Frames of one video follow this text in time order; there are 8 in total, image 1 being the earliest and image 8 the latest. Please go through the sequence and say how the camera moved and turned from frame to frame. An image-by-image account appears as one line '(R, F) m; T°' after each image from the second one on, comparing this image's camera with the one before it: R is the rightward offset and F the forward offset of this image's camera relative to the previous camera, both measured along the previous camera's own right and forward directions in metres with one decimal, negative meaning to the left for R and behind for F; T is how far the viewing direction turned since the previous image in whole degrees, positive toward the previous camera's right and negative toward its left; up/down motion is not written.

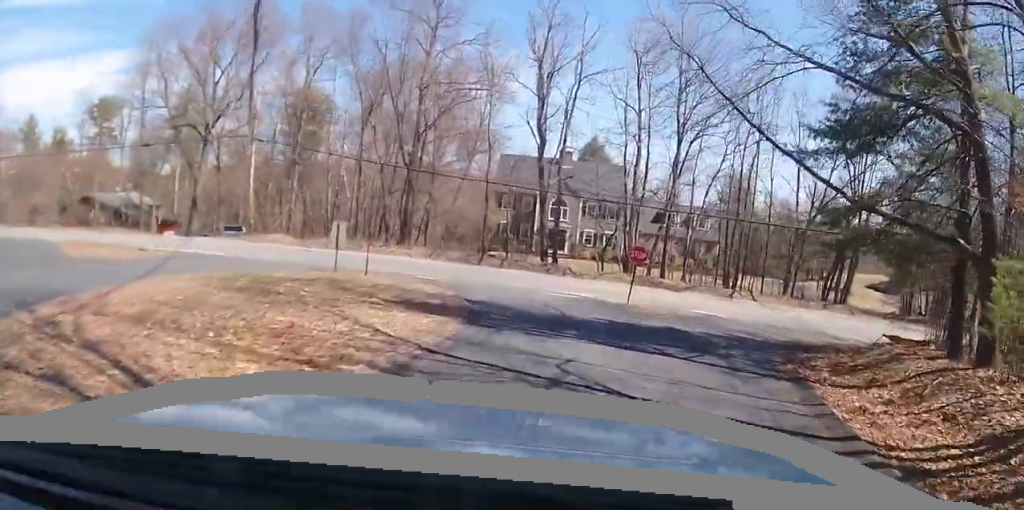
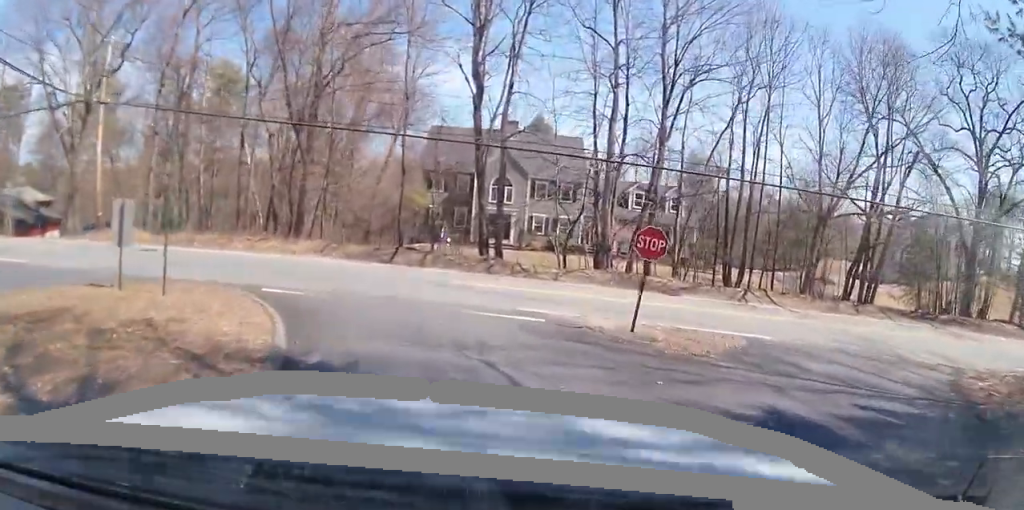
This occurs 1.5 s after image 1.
(+0.4, +11.0) m; 0°
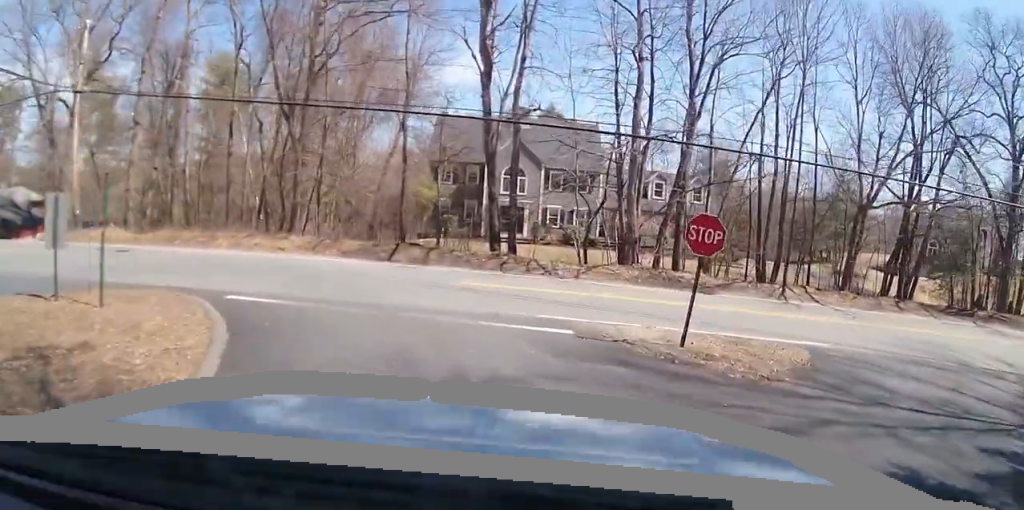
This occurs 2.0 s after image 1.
(-0.1, +3.0) m; -1°
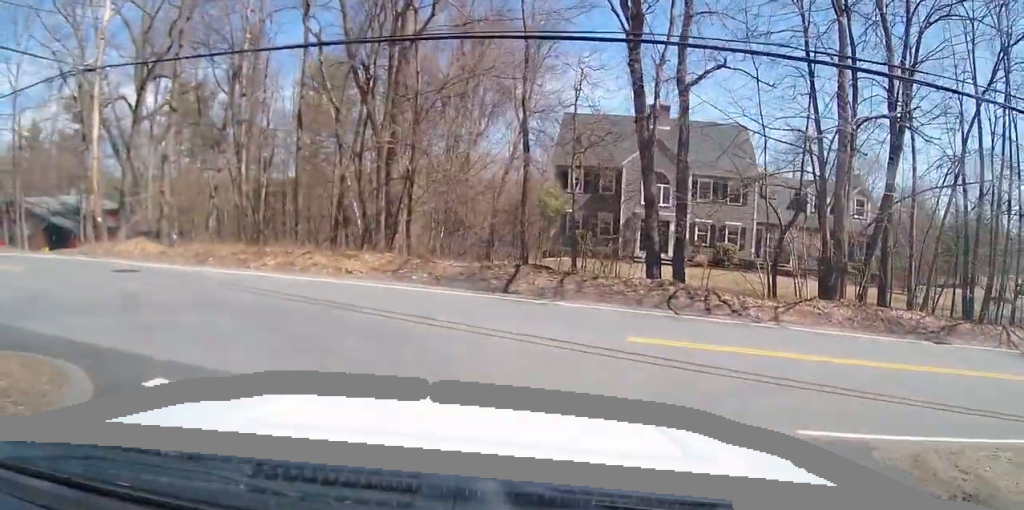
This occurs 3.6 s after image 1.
(-0.2, +8.6) m; -17°
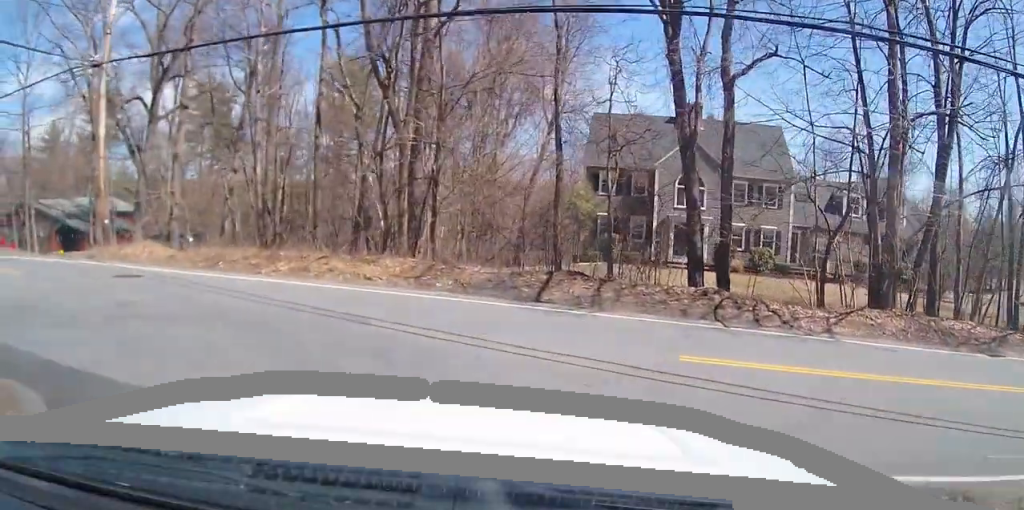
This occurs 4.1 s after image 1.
(-0.6, +2.2) m; -10°
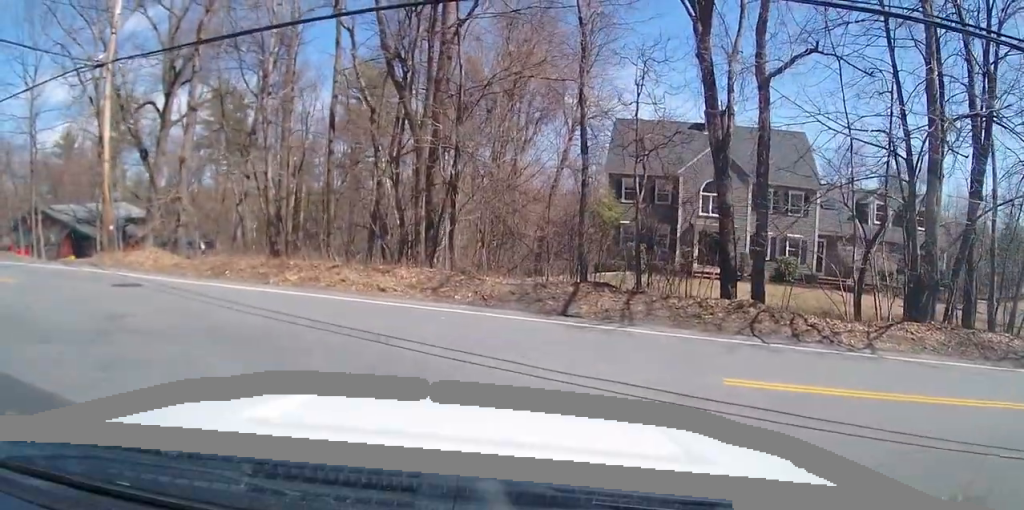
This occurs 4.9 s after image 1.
(-0.6, +3.1) m; -11°
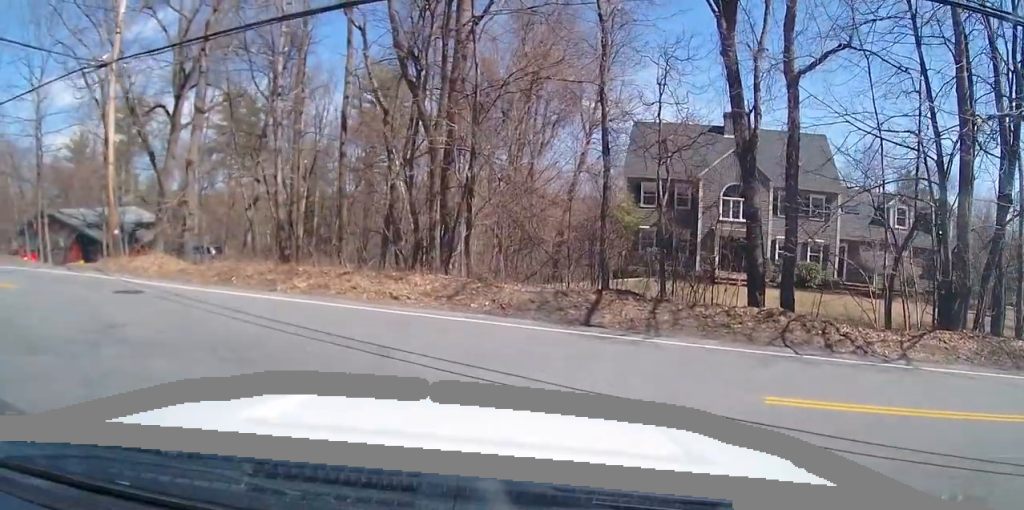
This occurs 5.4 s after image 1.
(0.0, +2.1) m; 0°
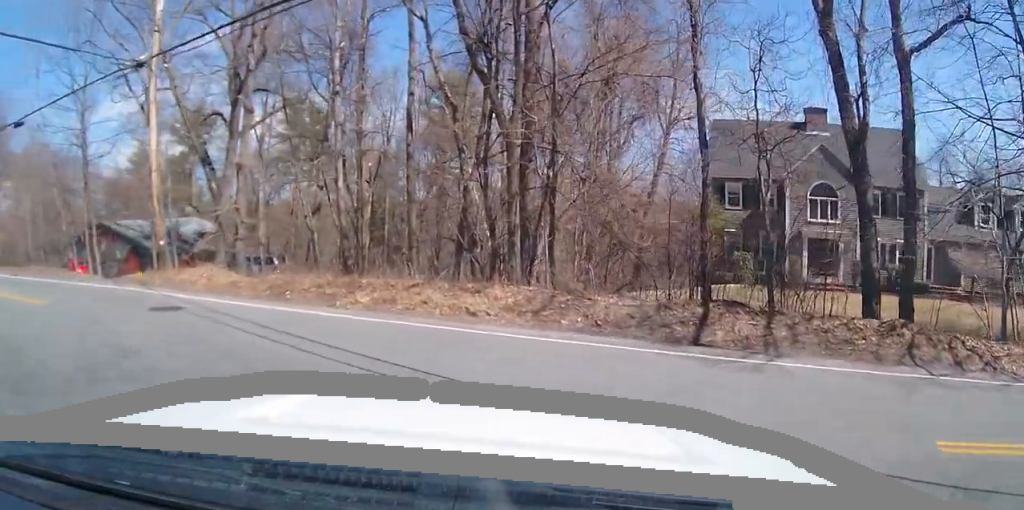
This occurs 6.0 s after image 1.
(0.0, +2.1) m; -4°
